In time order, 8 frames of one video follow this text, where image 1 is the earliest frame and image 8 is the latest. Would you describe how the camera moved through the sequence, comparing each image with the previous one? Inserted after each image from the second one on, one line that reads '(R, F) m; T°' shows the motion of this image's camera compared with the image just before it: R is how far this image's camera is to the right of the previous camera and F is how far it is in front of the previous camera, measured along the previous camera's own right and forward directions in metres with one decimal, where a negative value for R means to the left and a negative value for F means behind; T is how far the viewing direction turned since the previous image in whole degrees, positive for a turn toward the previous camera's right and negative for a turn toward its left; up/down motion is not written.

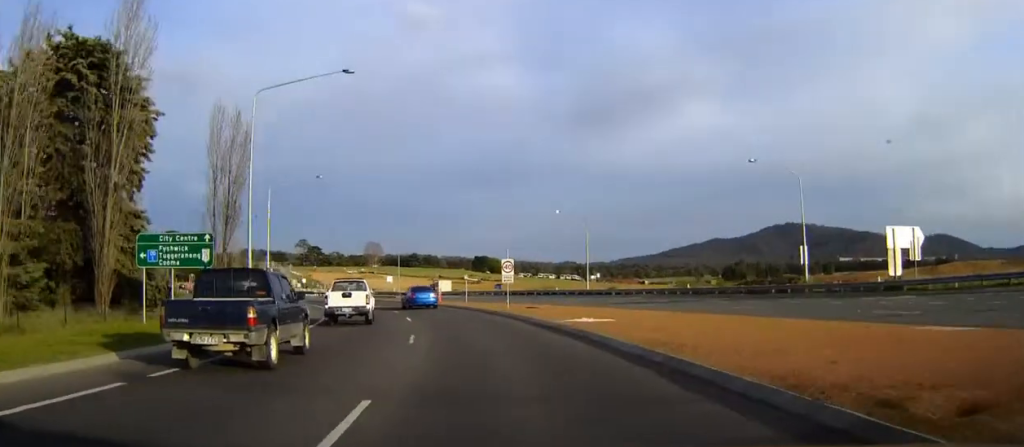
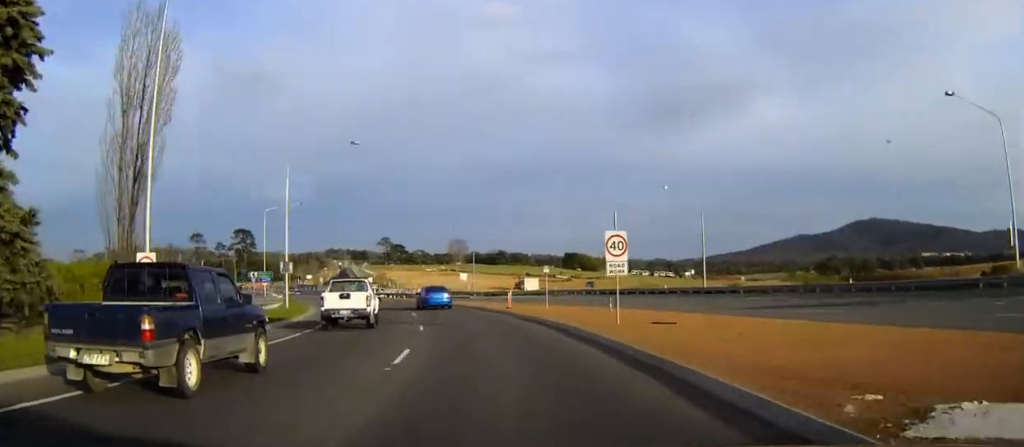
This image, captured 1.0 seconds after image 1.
(-1.0, +18.6) m; -6°
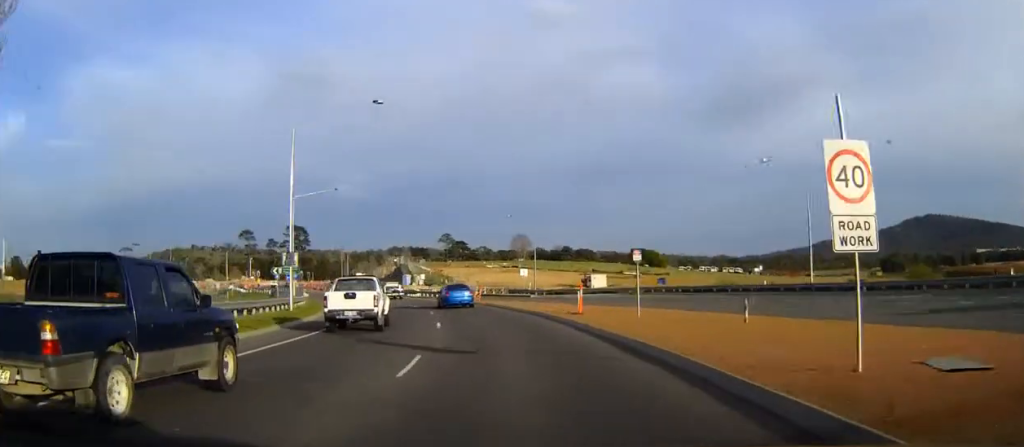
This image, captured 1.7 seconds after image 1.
(-0.3, +12.6) m; -4°
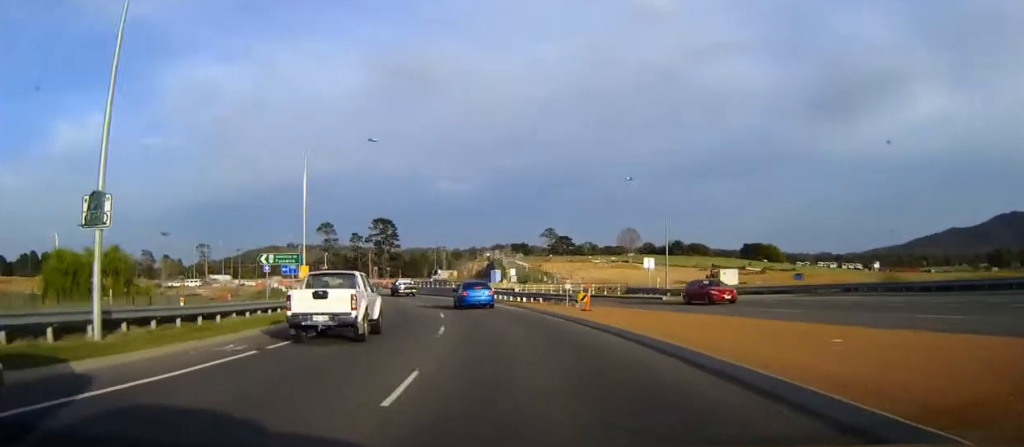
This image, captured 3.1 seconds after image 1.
(-2.1, +28.1) m; -8°
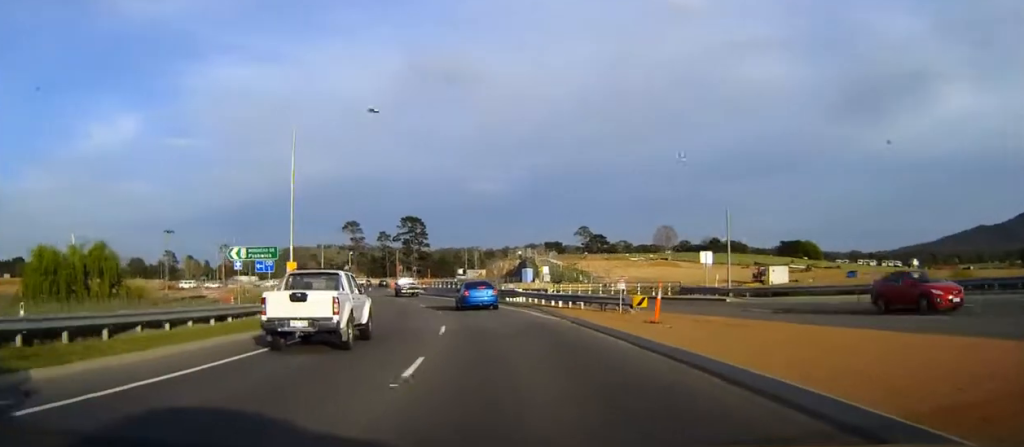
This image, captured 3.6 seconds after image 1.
(0.0, +9.9) m; -3°
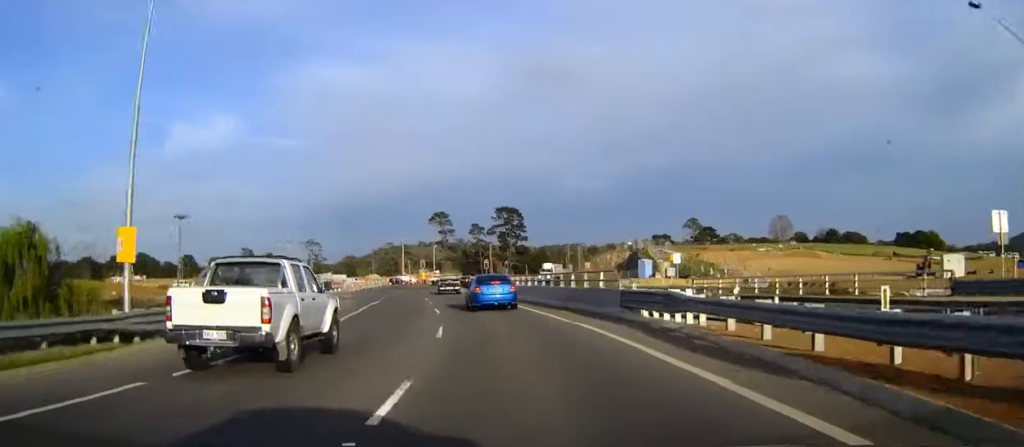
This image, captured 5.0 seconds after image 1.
(-2.0, +27.2) m; -7°
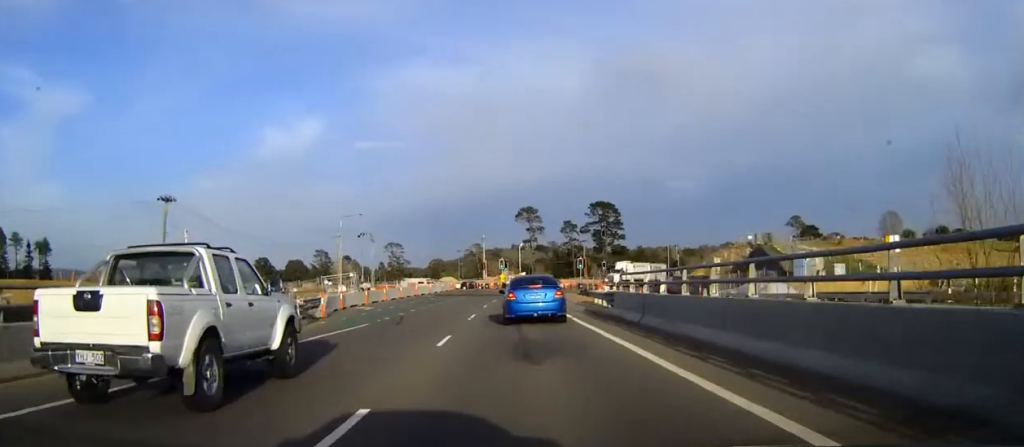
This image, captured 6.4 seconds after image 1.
(-1.3, +24.7) m; -5°
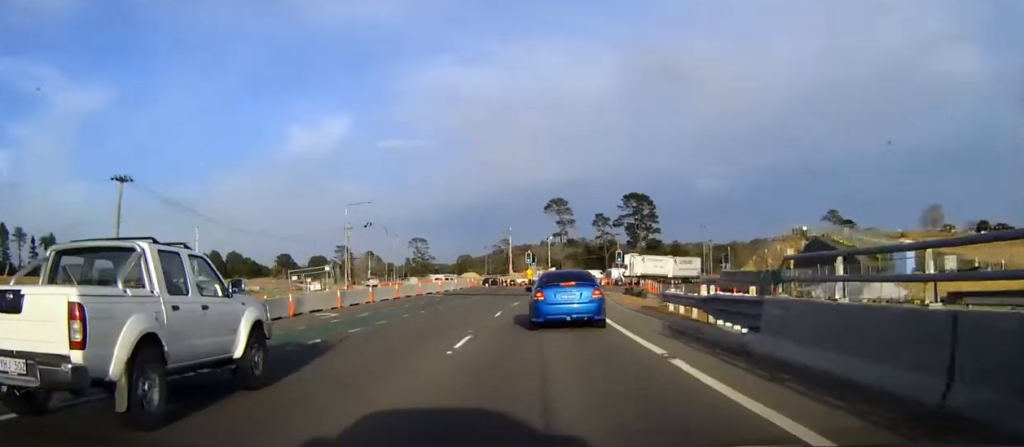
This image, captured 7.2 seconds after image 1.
(-0.2, +12.5) m; -1°
